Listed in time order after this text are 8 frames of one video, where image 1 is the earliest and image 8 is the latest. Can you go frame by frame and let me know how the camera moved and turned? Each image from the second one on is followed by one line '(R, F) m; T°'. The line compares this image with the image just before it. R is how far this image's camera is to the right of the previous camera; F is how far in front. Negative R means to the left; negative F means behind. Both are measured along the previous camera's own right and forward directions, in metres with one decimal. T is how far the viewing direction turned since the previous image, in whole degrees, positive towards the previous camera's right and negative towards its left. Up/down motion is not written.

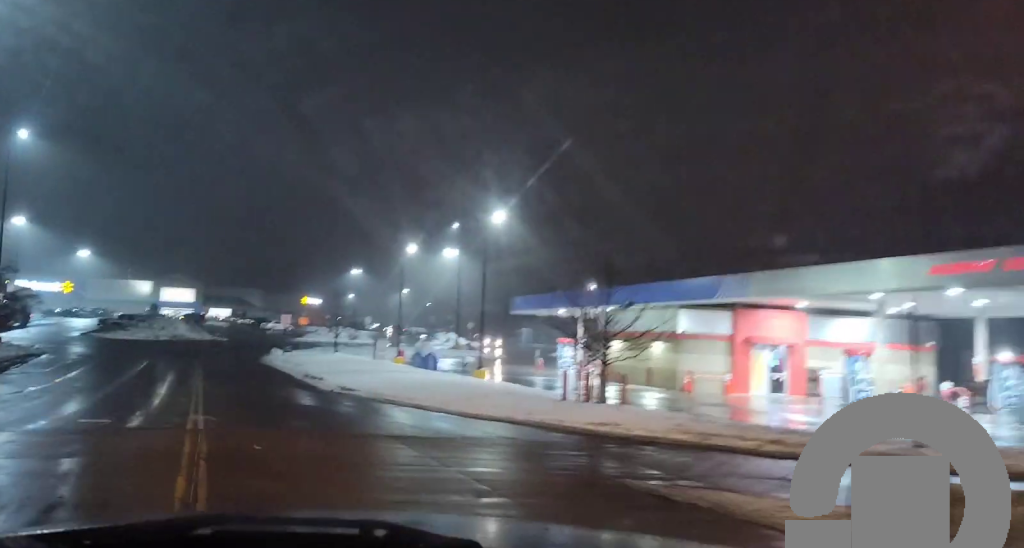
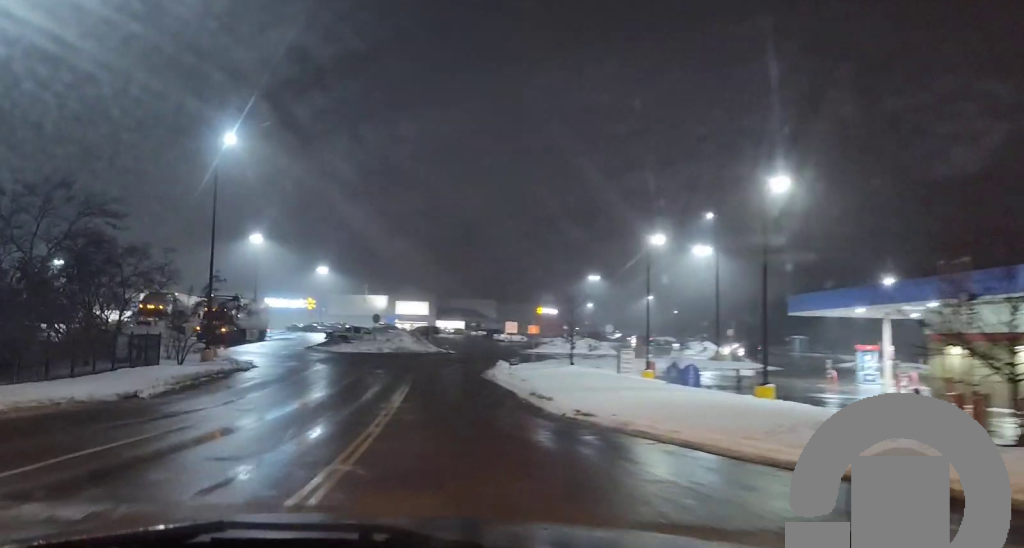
(-0.9, +6.9) m; -12°
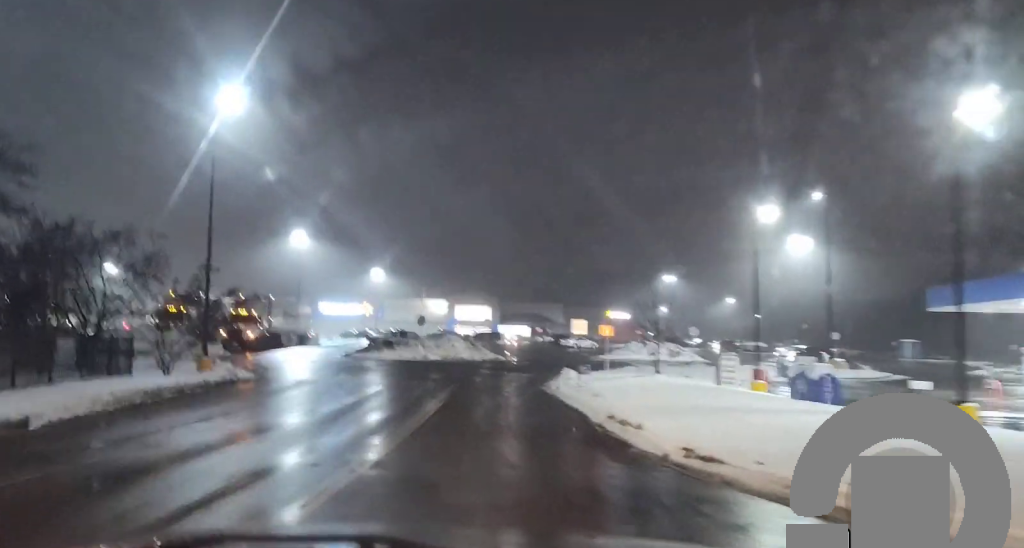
(-0.6, +9.0) m; -6°
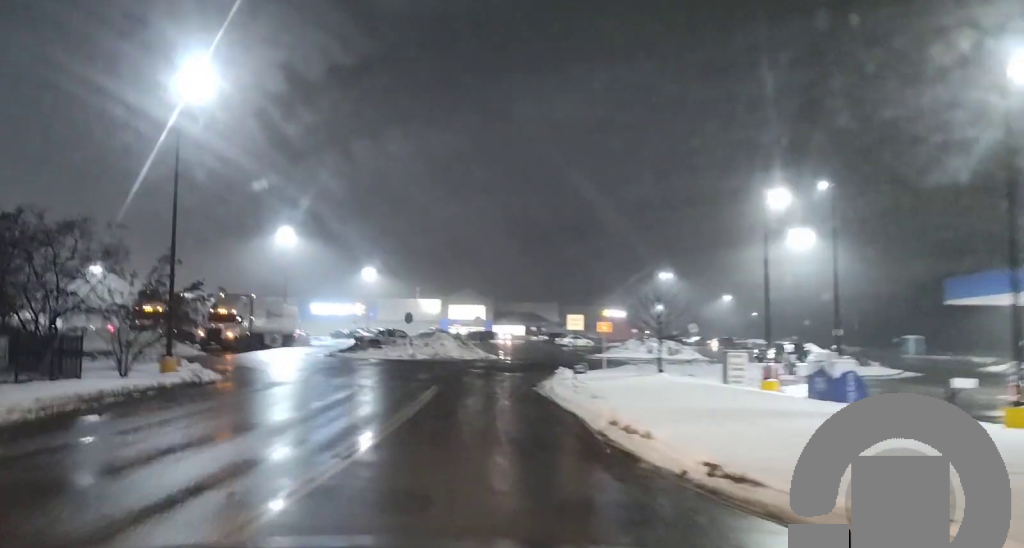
(-0.1, +2.8) m; -1°
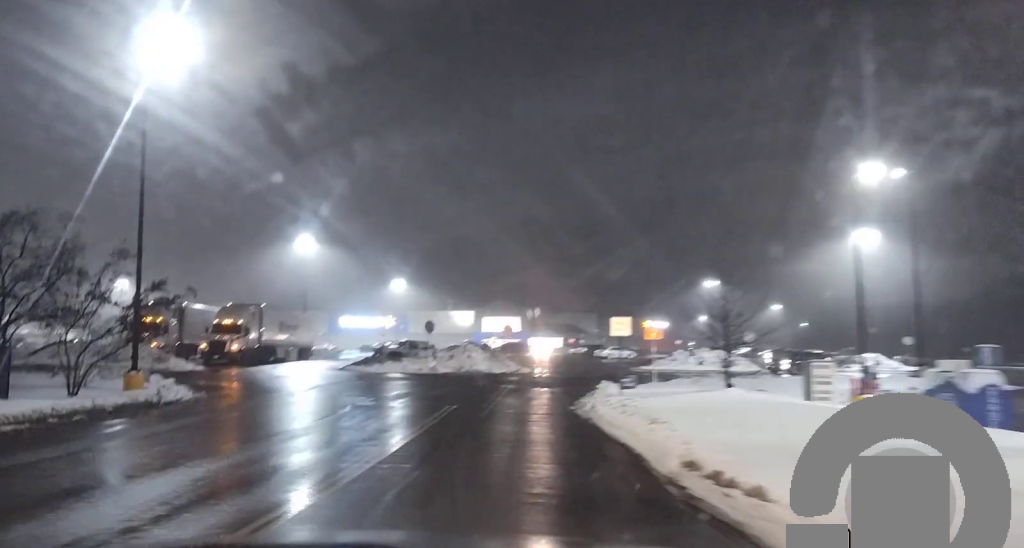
(0.0, +5.7) m; -1°
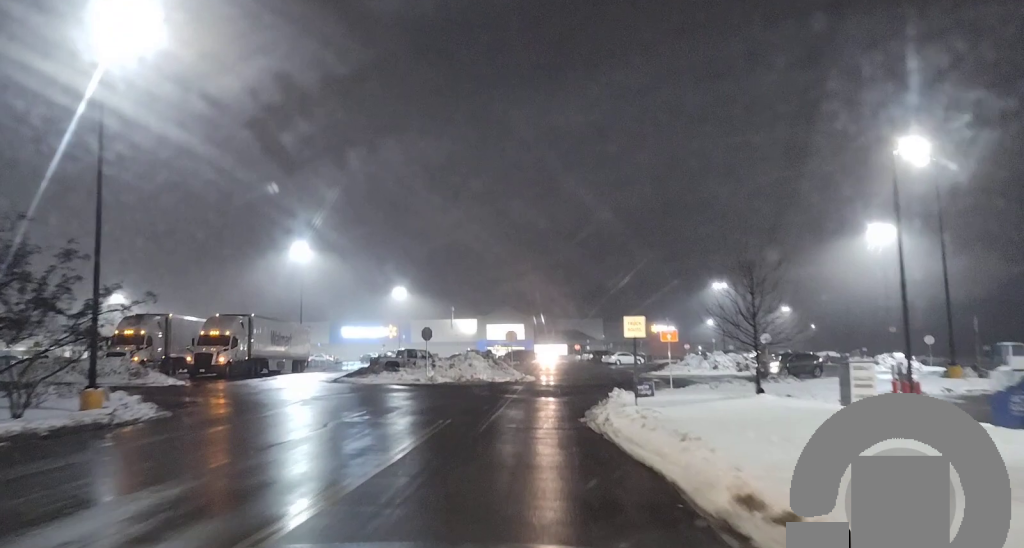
(0.0, +3.1) m; -1°
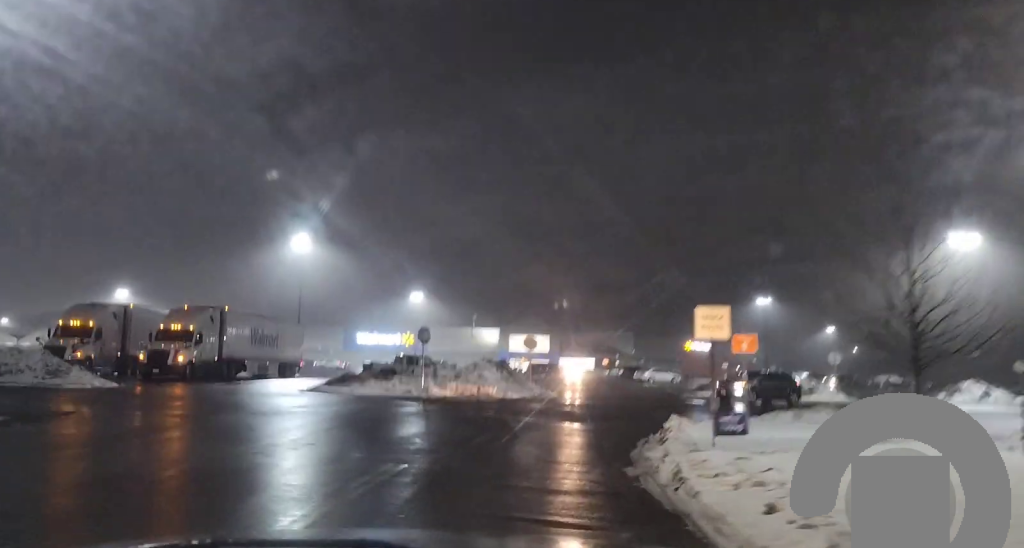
(-0.2, +8.7) m; -1°
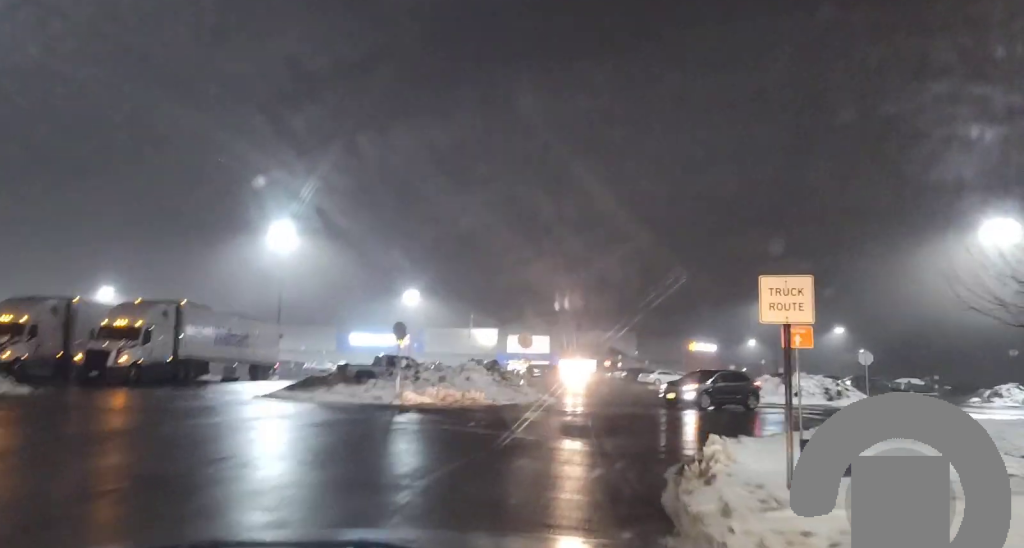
(0.0, +5.4) m; 0°
